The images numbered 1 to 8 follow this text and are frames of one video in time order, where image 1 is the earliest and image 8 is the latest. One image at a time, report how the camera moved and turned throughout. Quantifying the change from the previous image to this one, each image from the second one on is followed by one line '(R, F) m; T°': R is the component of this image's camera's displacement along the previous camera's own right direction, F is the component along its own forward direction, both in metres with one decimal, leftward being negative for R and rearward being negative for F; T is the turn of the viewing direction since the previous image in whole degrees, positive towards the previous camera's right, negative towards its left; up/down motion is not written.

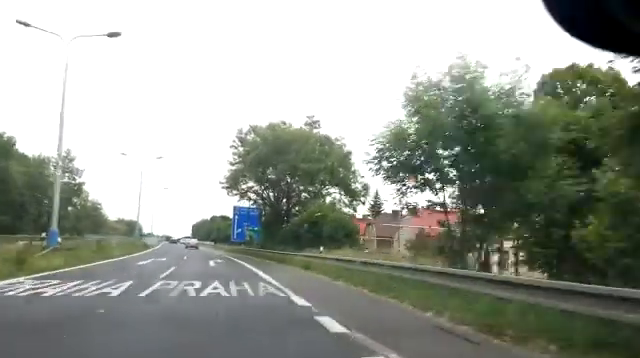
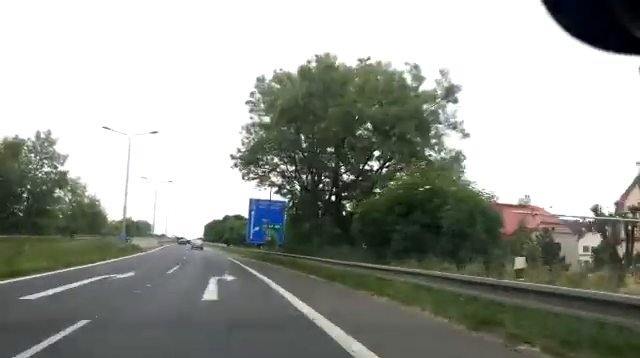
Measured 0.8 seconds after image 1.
(-0.3, +14.5) m; -2°
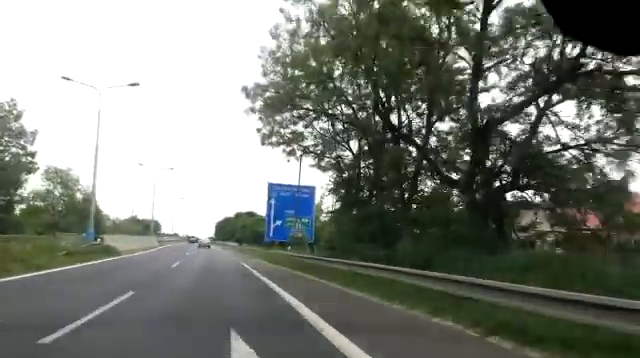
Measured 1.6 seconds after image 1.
(-0.2, +13.4) m; -1°
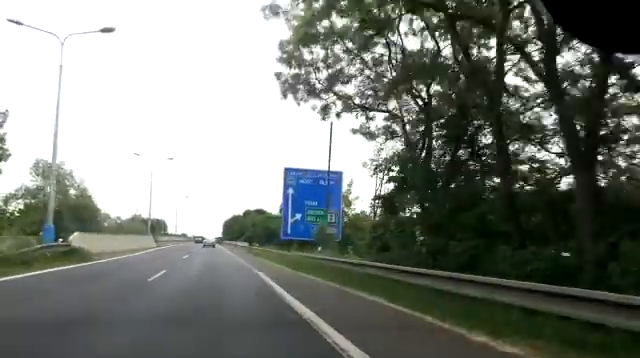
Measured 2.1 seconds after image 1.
(0.0, +8.2) m; 0°
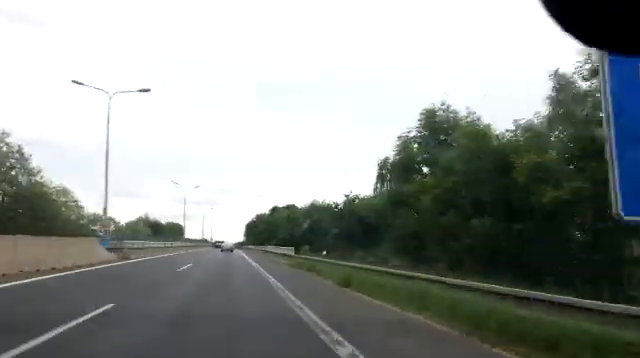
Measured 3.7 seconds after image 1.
(0.0, +28.9) m; -1°
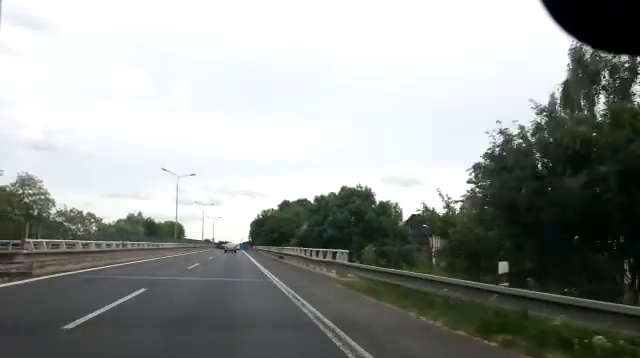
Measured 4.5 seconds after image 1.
(-0.2, +14.7) m; -1°
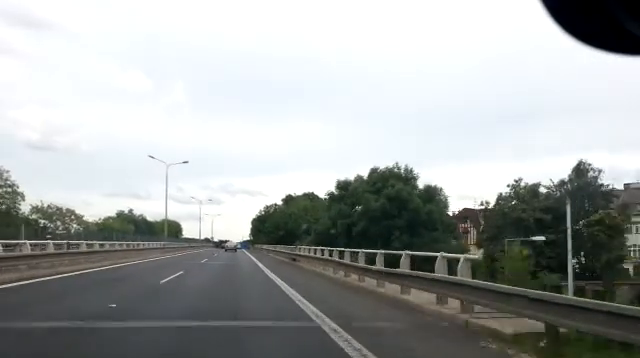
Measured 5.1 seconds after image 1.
(-0.1, +9.4) m; 0°
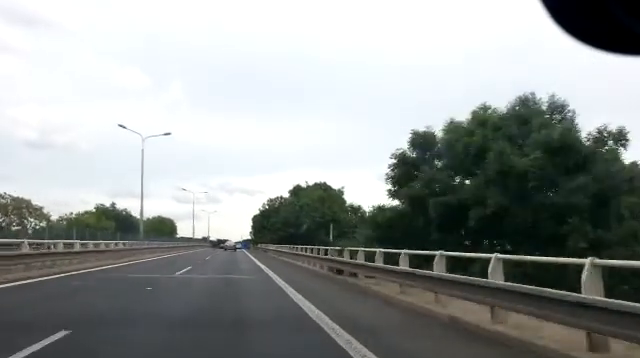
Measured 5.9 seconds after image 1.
(+0.1, +14.2) m; 0°
